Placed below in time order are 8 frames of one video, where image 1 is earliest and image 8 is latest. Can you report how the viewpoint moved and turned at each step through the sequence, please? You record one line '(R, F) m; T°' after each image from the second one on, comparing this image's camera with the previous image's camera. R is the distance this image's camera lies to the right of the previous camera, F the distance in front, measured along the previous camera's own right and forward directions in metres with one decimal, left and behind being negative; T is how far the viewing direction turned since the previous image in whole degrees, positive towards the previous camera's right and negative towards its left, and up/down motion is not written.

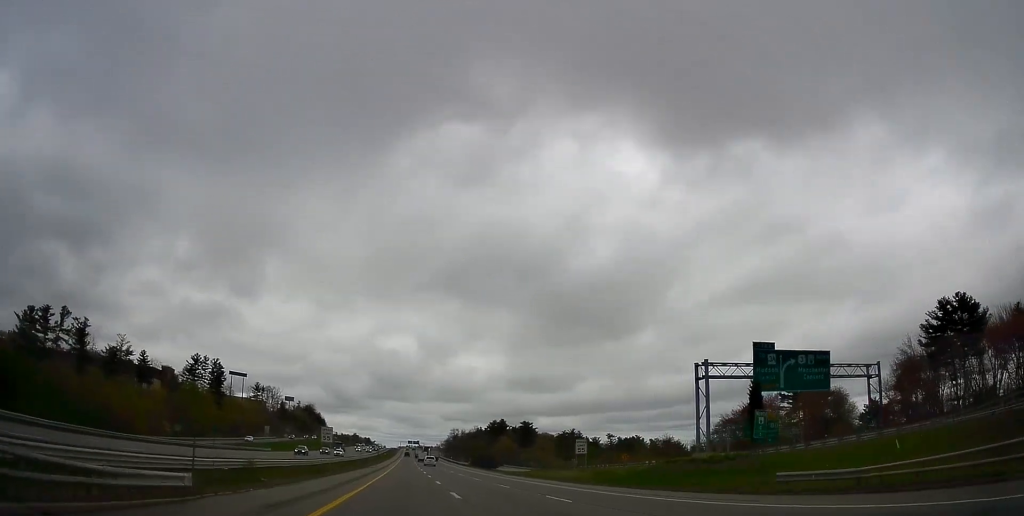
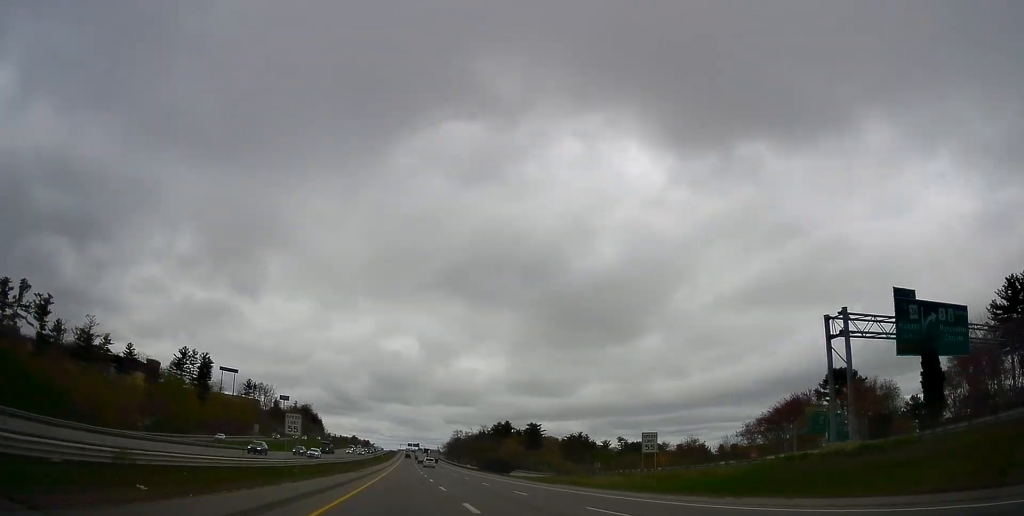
(+0.1, +17.6) m; 0°
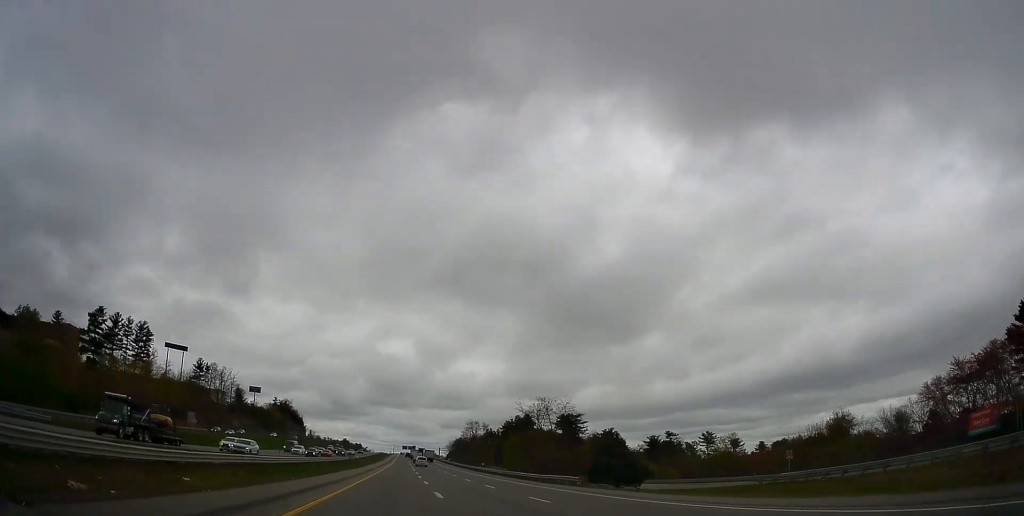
(0.0, +67.5) m; 0°
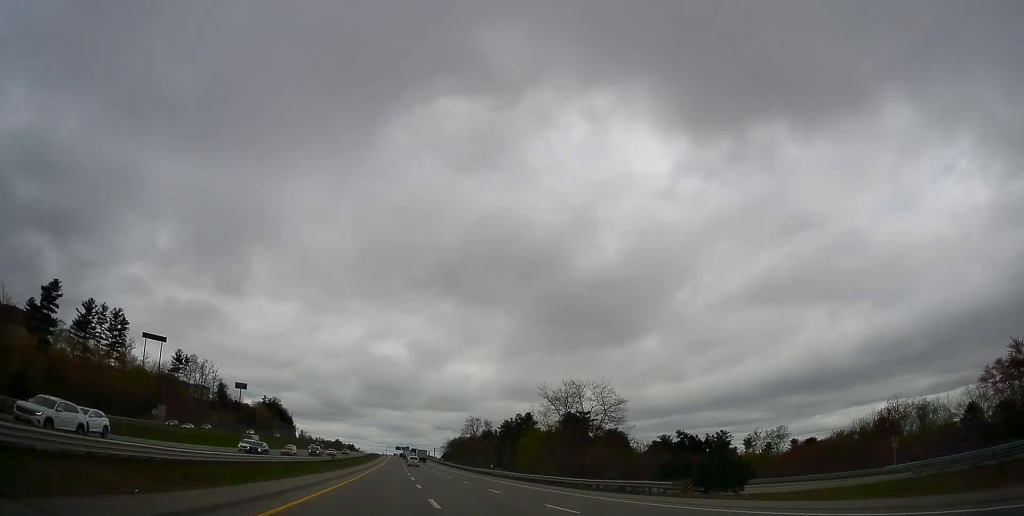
(0.0, +16.9) m; 0°
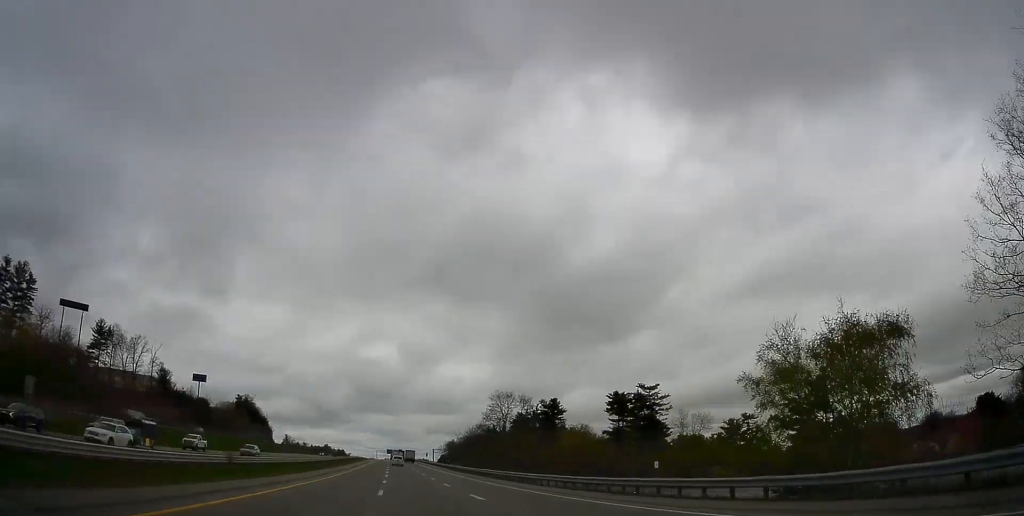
(+0.3, +55.7) m; +1°
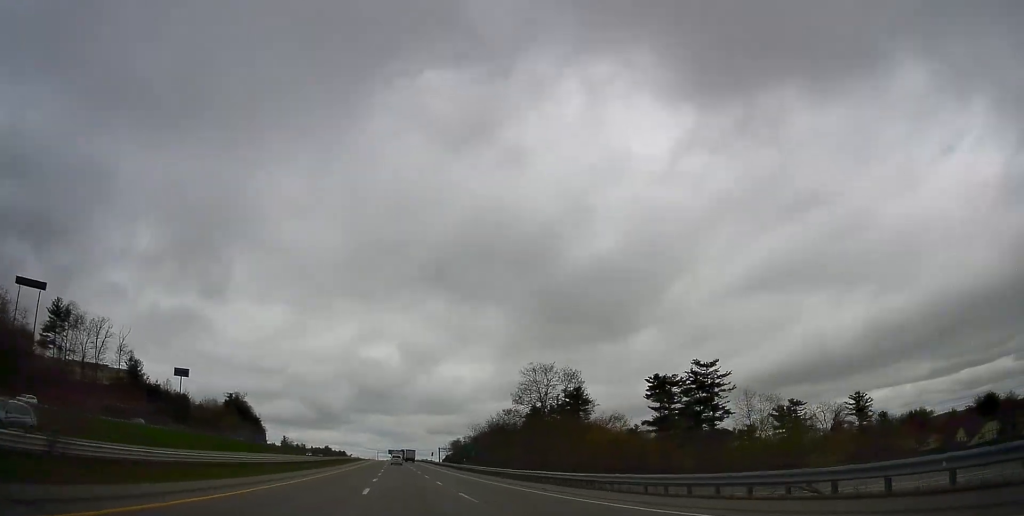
(+0.2, +24.9) m; 0°
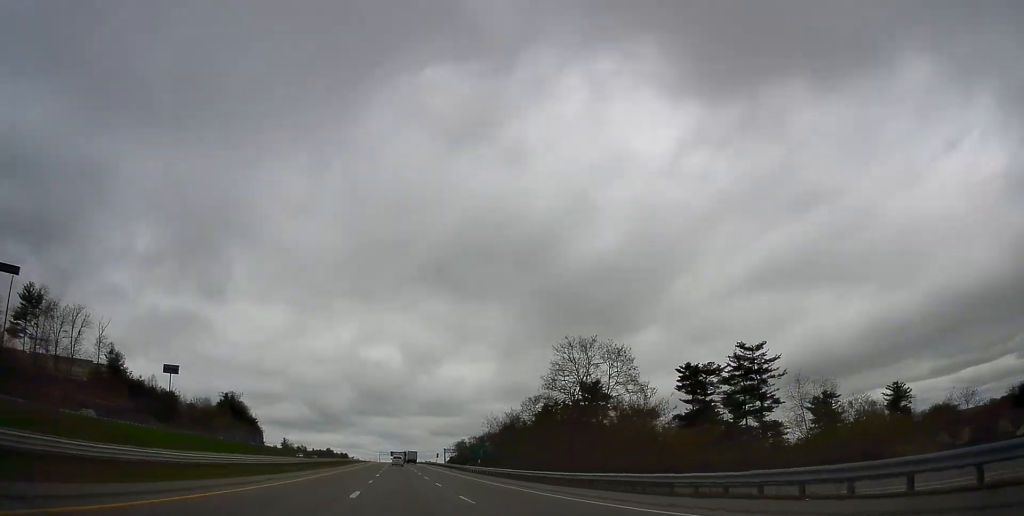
(0.0, +14.2) m; 0°
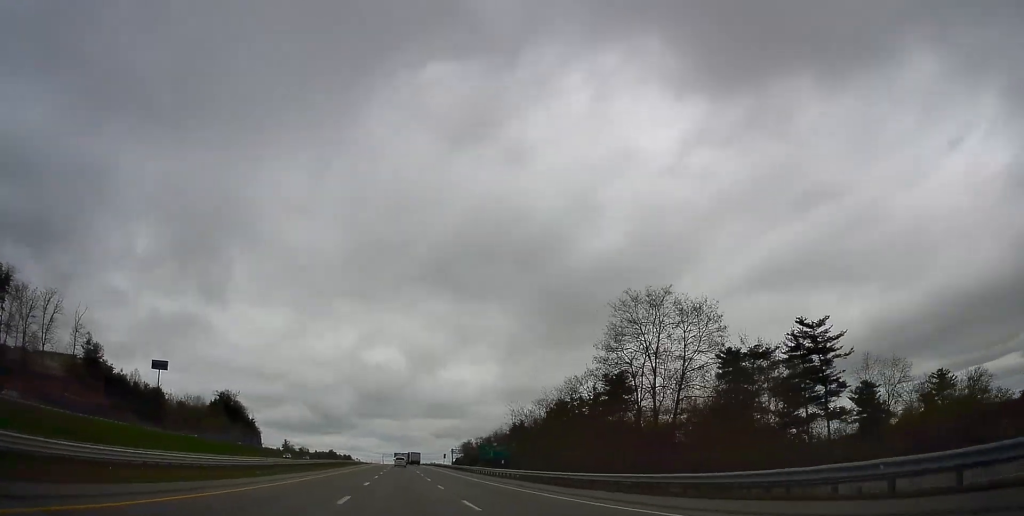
(0.0, +14.8) m; 0°
